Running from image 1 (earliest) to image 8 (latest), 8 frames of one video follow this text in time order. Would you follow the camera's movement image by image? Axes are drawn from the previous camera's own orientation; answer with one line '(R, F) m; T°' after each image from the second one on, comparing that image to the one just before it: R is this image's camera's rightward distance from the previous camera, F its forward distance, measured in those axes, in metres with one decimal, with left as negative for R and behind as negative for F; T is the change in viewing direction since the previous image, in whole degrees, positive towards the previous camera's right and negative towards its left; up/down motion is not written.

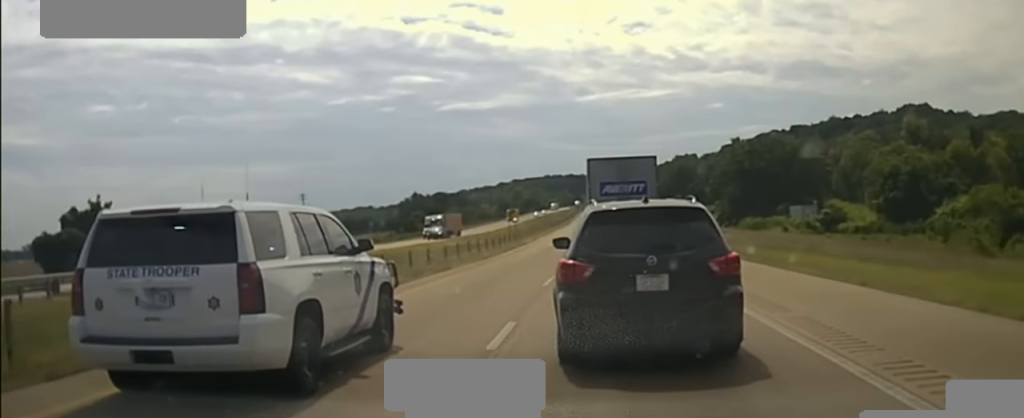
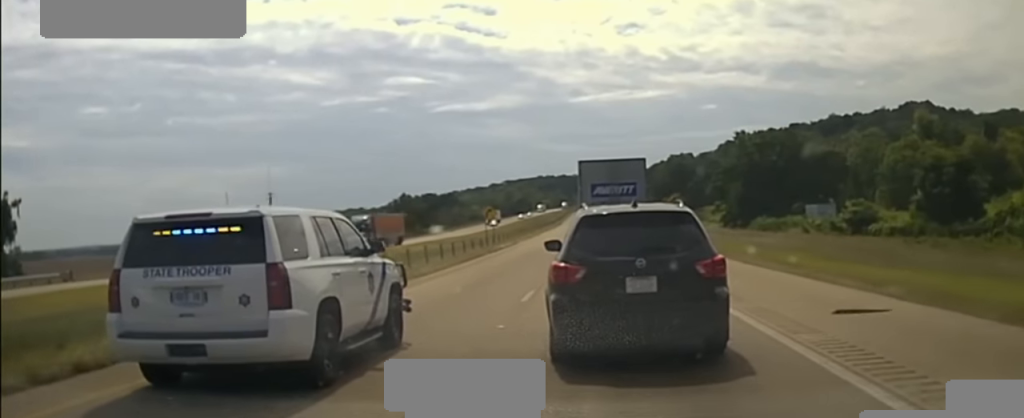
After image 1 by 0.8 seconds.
(0.0, +16.0) m; 0°
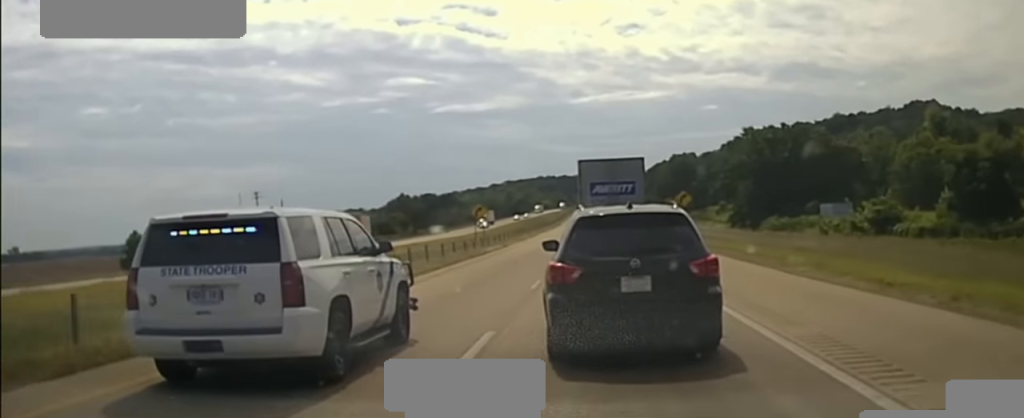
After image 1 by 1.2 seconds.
(0.0, +9.1) m; 0°
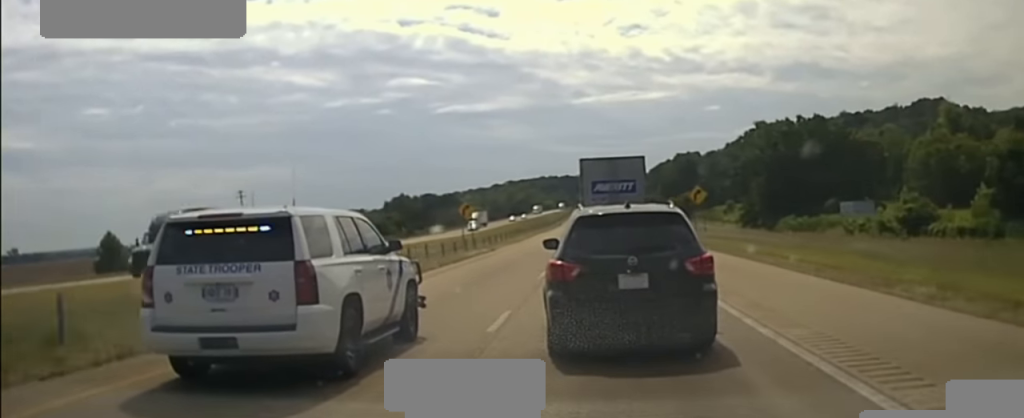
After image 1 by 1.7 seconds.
(-0.1, +8.9) m; 0°
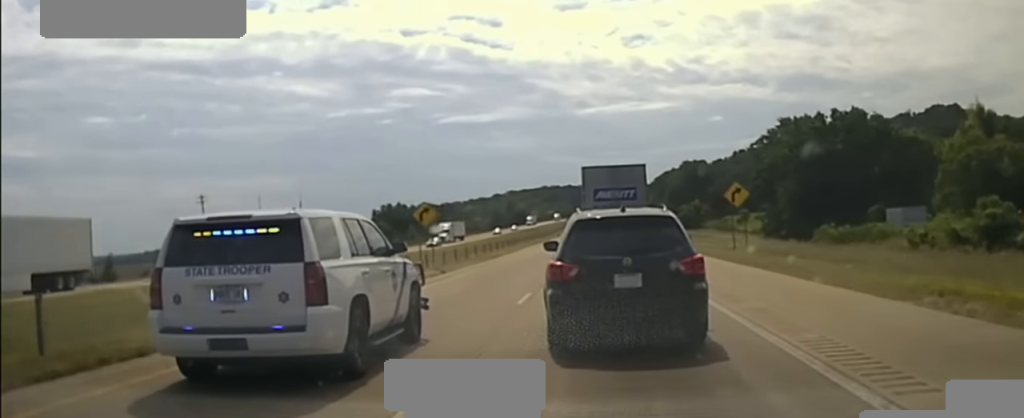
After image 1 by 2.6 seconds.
(-0.2, +20.1) m; 0°
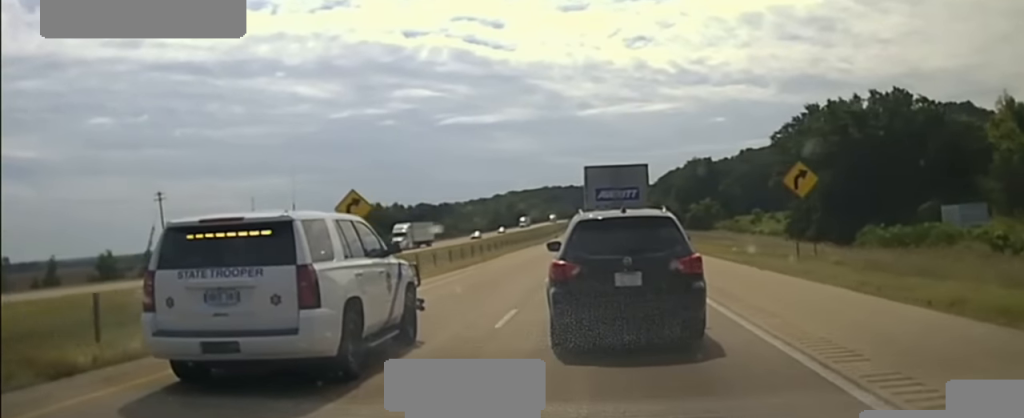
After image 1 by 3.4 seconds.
(0.0, +16.4) m; 0°
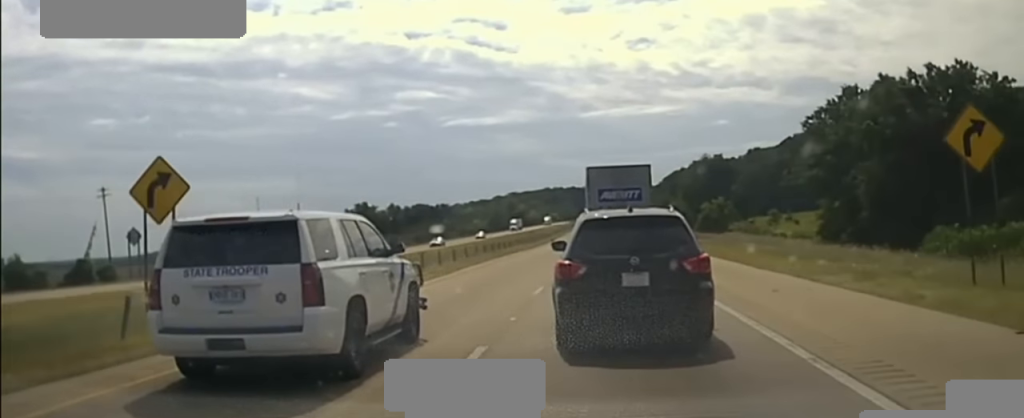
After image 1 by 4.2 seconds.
(+0.2, +17.9) m; +1°
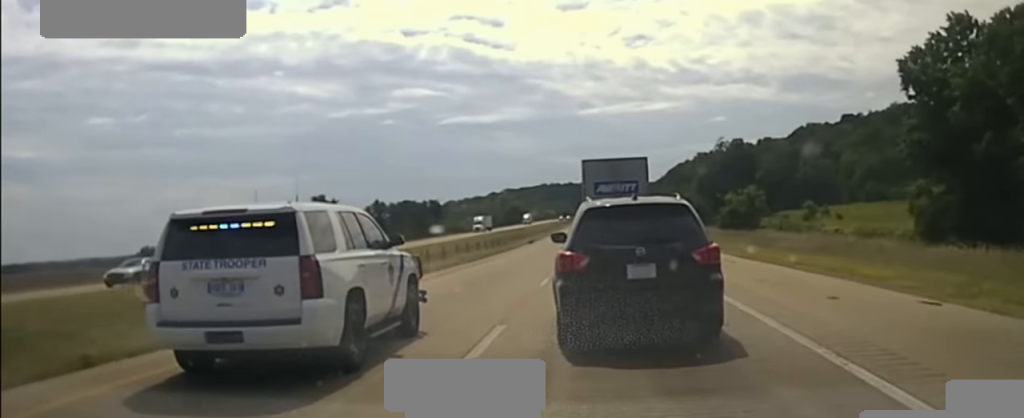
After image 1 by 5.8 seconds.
(-0.3, +35.4) m; -1°
